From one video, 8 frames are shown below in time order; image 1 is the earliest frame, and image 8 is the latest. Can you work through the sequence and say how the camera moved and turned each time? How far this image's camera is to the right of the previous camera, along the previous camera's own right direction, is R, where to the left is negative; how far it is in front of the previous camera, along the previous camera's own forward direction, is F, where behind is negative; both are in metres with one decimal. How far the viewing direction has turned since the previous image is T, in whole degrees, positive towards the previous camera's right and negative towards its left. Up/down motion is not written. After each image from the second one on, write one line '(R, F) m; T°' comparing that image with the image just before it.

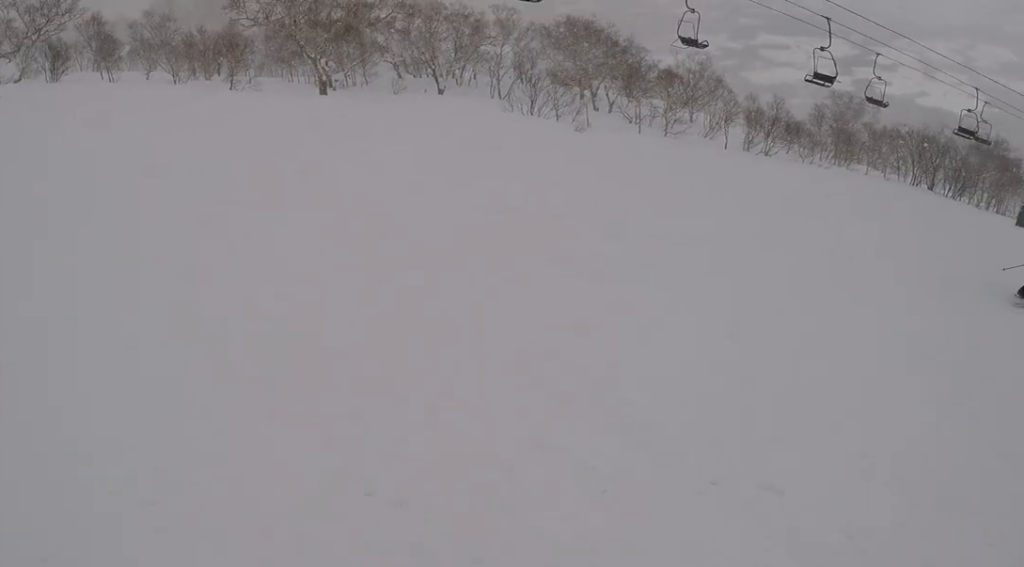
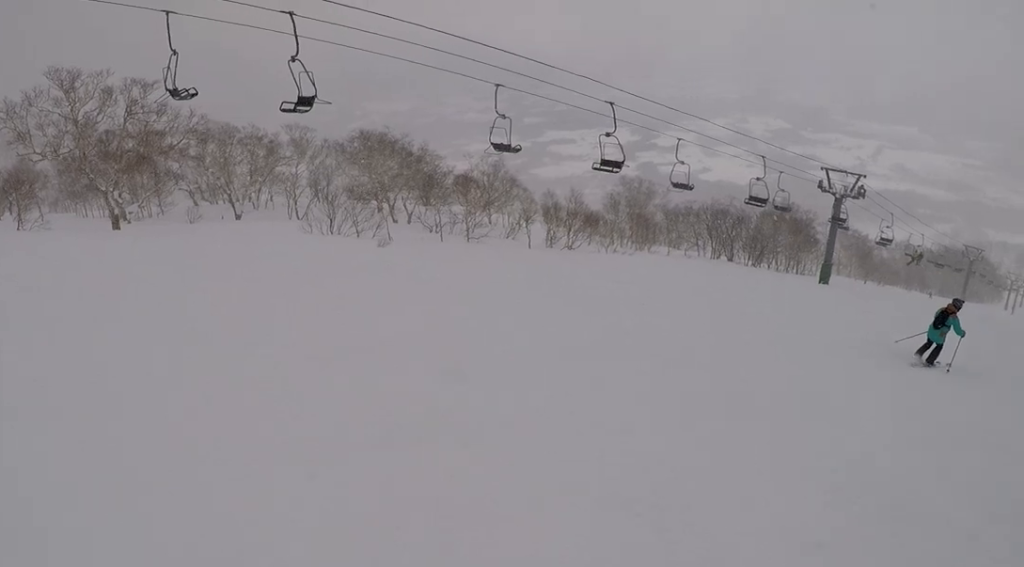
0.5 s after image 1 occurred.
(+0.5, +1.6) m; +17°
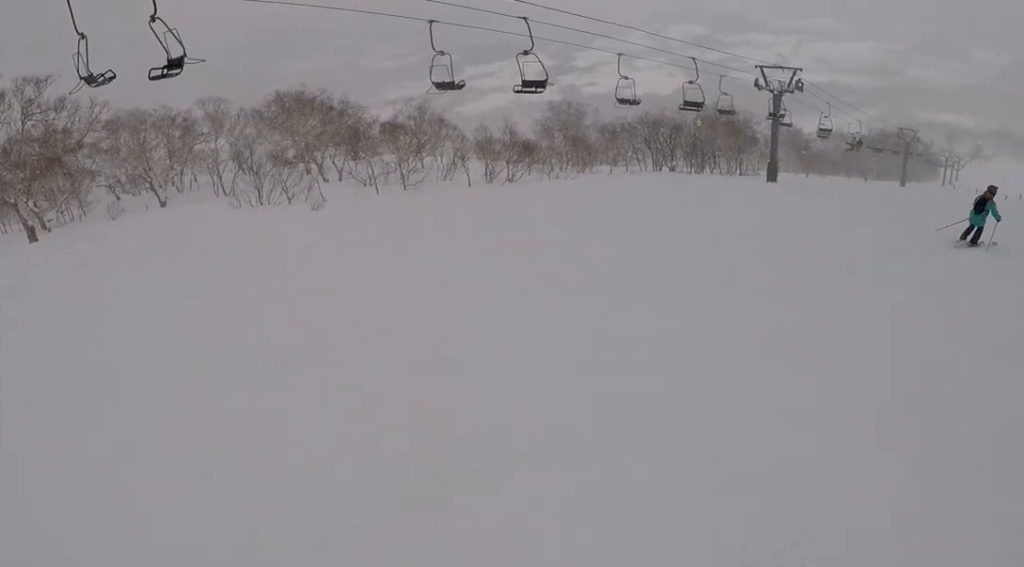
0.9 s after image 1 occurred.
(+0.2, +1.9) m; +21°
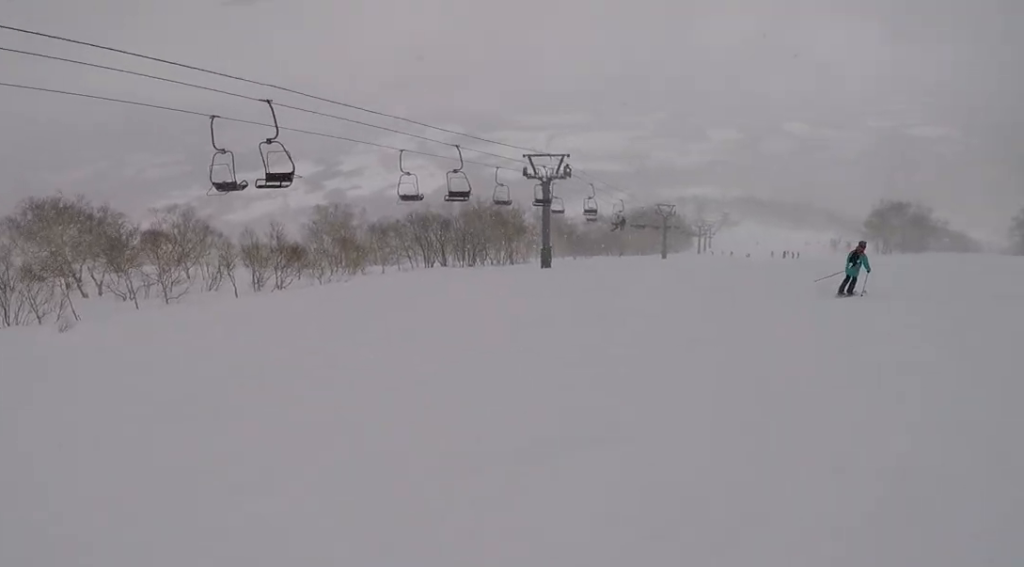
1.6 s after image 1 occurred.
(+0.8, +2.9) m; +19°
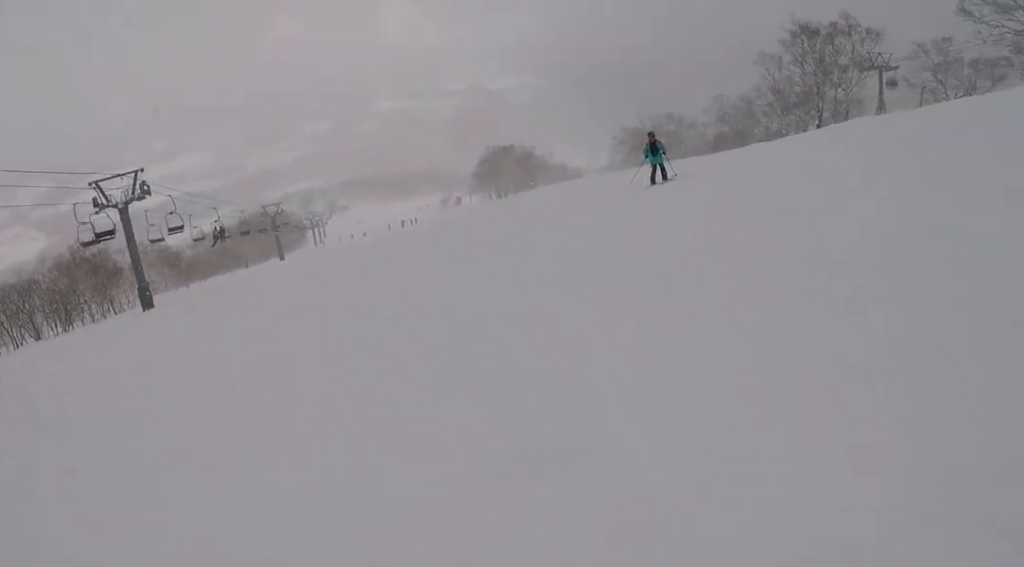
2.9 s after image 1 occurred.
(+1.8, +7.0) m; +24°
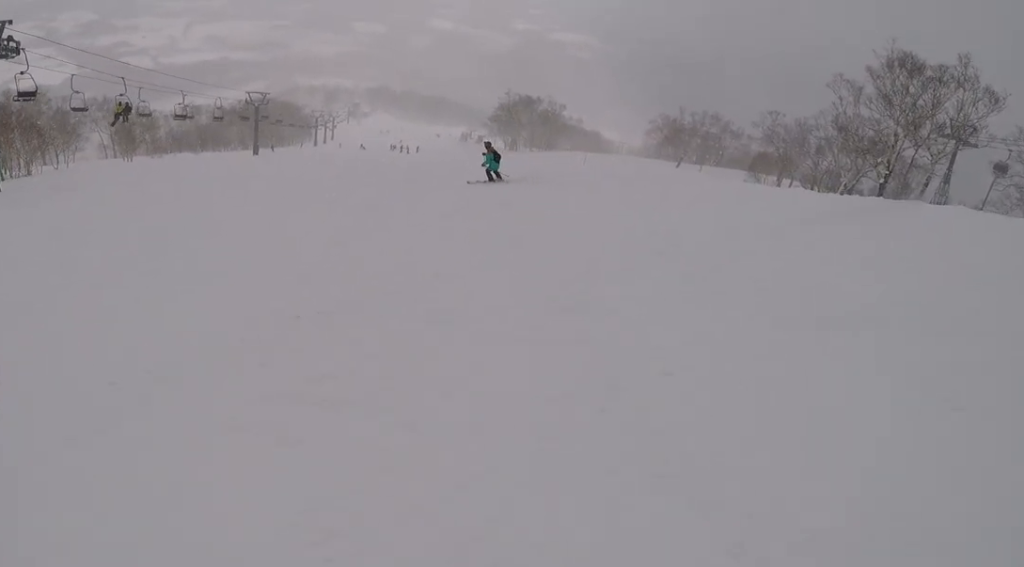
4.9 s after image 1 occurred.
(+0.8, +11.7) m; -9°
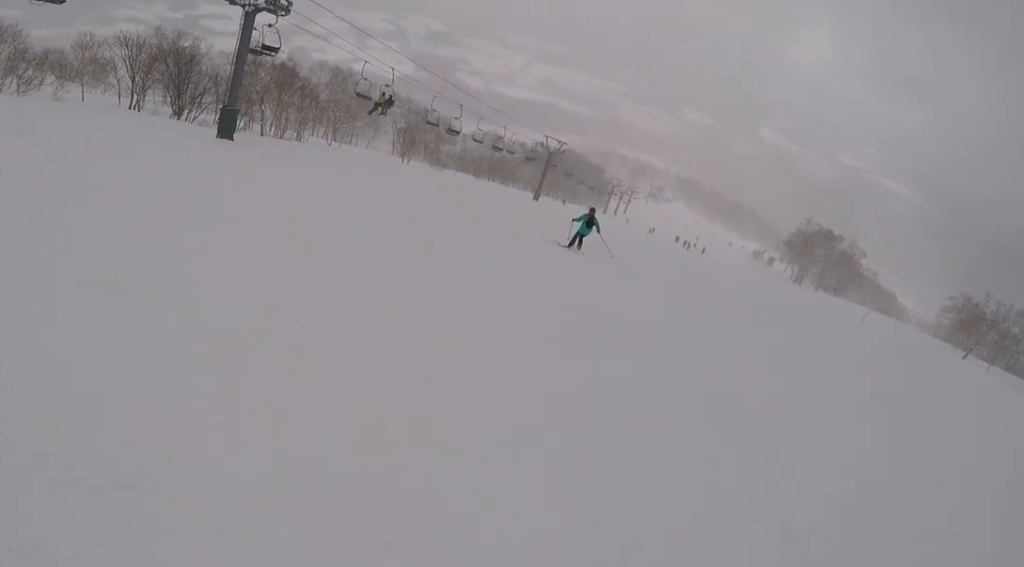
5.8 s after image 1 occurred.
(-0.8, +5.1) m; -24°
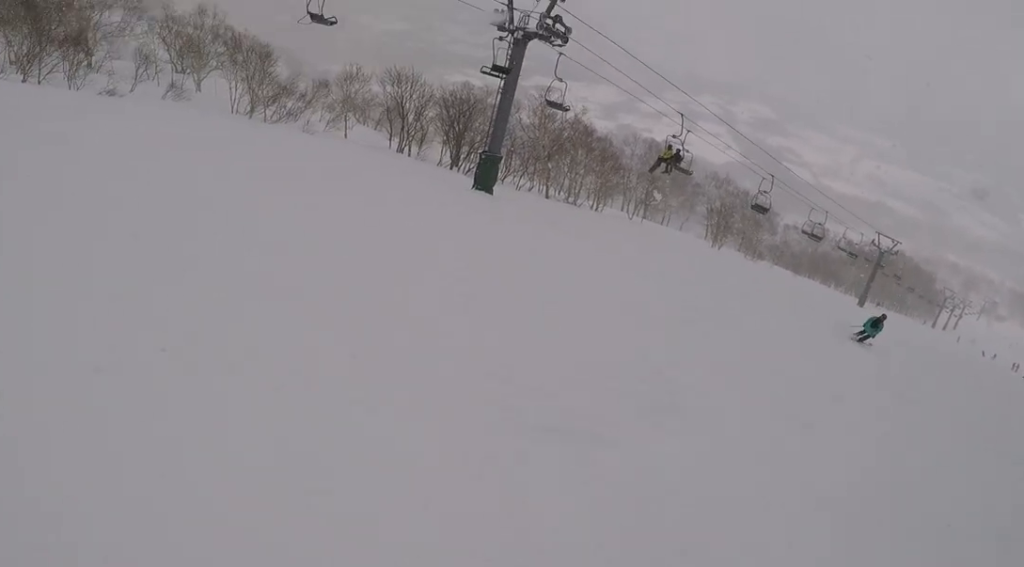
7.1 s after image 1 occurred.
(-2.5, +7.2) m; -18°
